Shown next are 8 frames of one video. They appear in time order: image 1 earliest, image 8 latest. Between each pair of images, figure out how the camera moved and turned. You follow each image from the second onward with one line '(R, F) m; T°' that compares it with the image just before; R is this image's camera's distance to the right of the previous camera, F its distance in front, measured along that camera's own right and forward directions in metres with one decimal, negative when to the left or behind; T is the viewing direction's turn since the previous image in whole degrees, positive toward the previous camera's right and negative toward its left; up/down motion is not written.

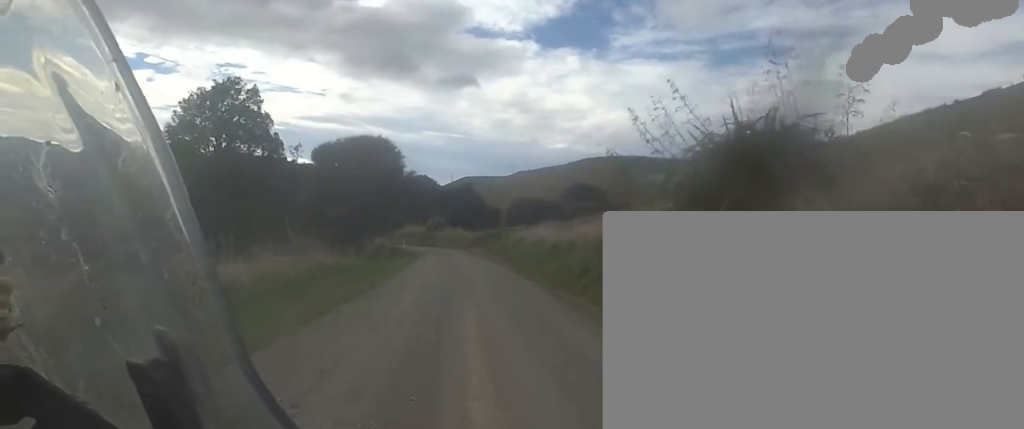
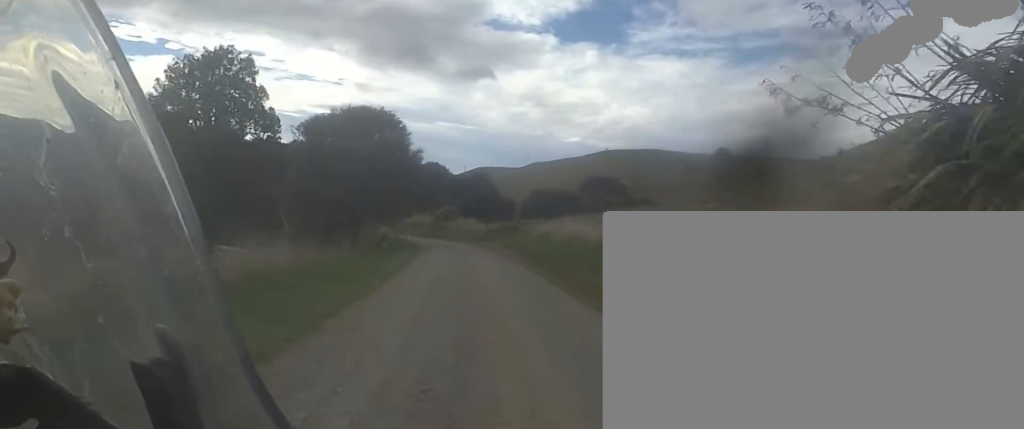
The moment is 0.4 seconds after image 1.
(-0.3, +6.6) m; -1°
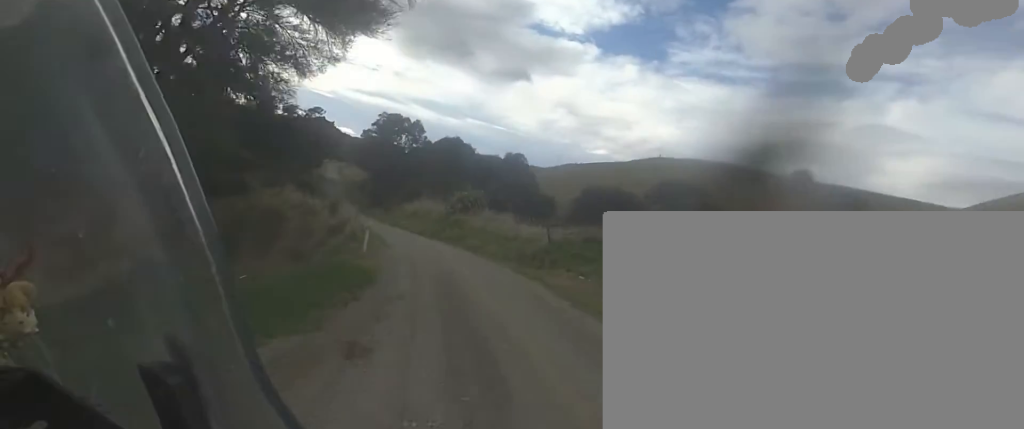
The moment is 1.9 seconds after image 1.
(-0.6, +22.9) m; -6°
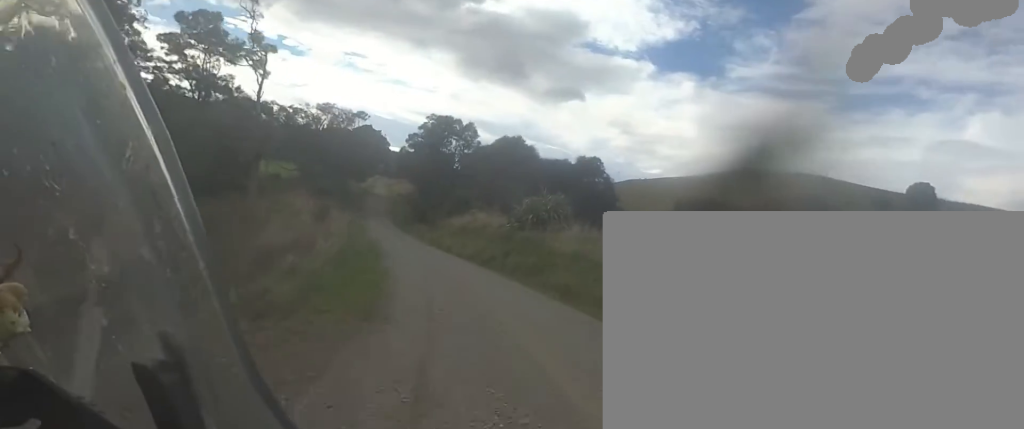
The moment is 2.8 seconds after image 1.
(-1.3, +13.2) m; -7°
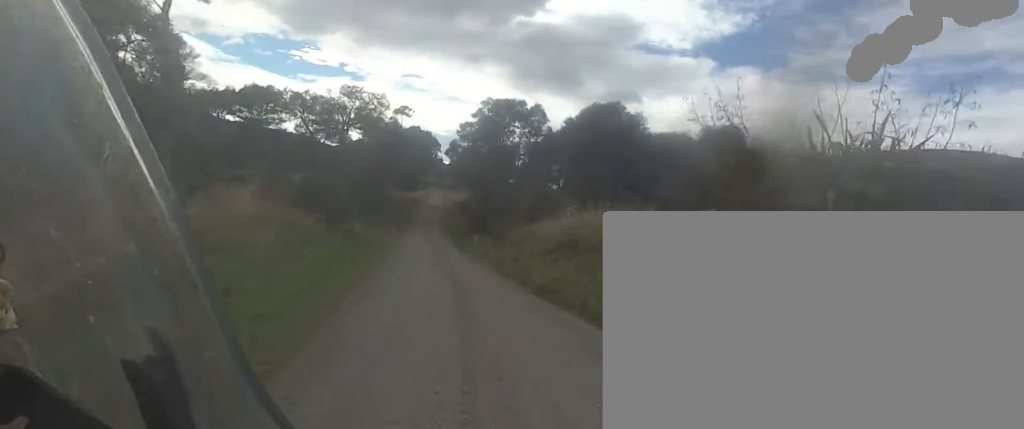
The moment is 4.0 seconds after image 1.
(-0.9, +18.4) m; 0°
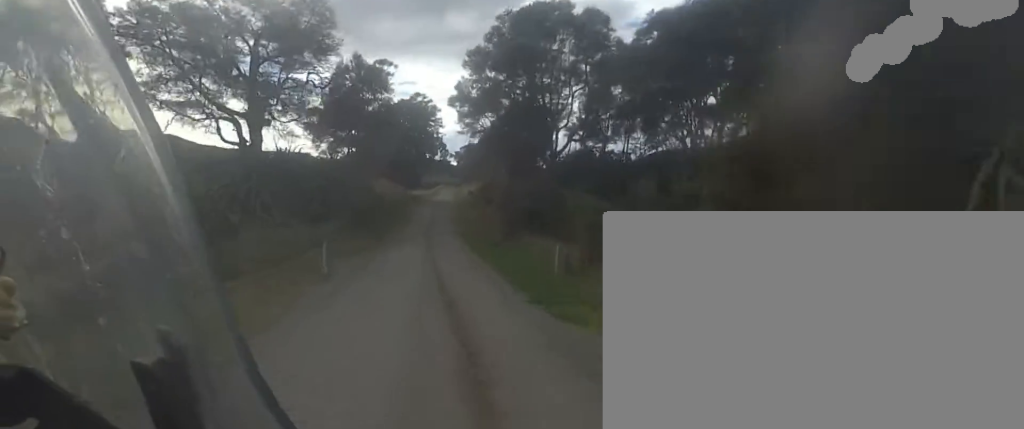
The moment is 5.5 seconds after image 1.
(+0.5, +22.7) m; -3°
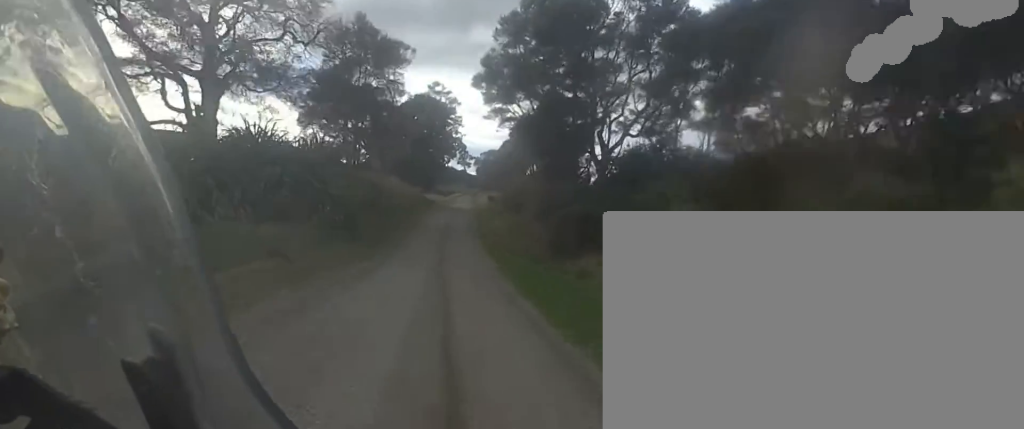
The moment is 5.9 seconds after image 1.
(-0.1, +6.9) m; -3°
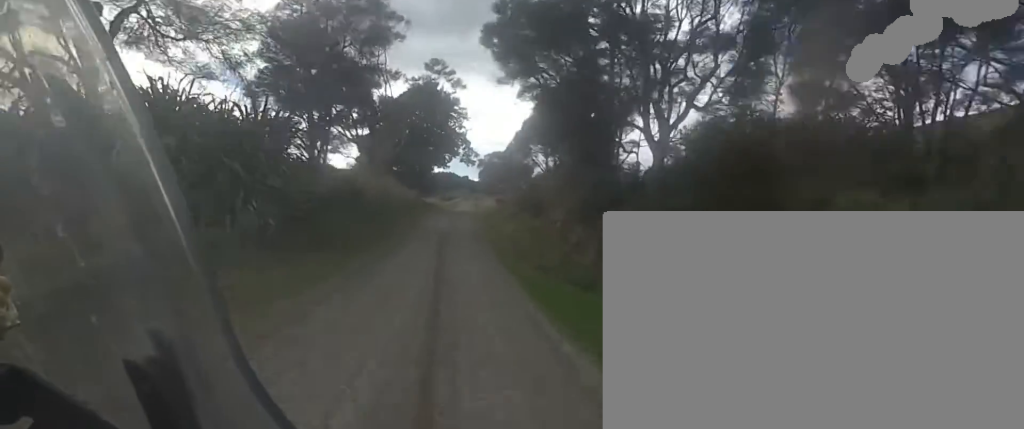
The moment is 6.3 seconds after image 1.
(-0.2, +7.1) m; -1°
